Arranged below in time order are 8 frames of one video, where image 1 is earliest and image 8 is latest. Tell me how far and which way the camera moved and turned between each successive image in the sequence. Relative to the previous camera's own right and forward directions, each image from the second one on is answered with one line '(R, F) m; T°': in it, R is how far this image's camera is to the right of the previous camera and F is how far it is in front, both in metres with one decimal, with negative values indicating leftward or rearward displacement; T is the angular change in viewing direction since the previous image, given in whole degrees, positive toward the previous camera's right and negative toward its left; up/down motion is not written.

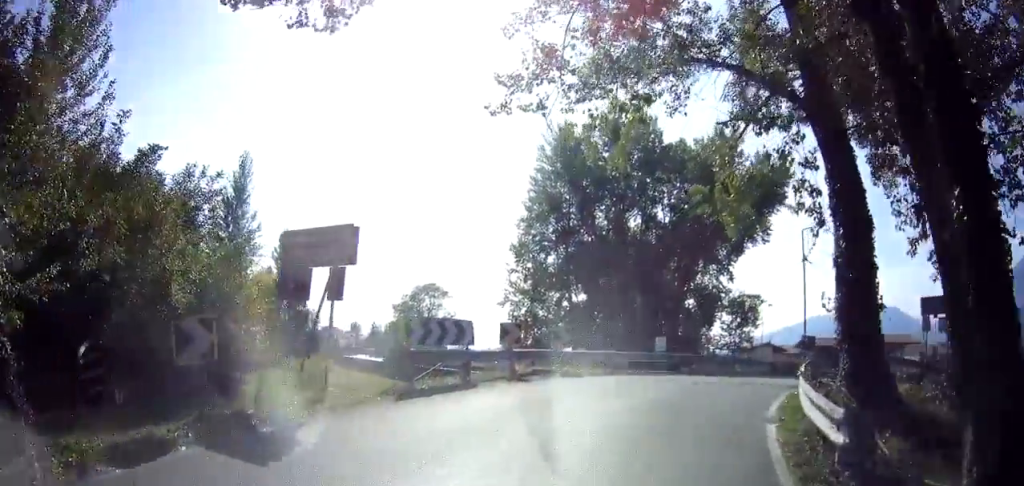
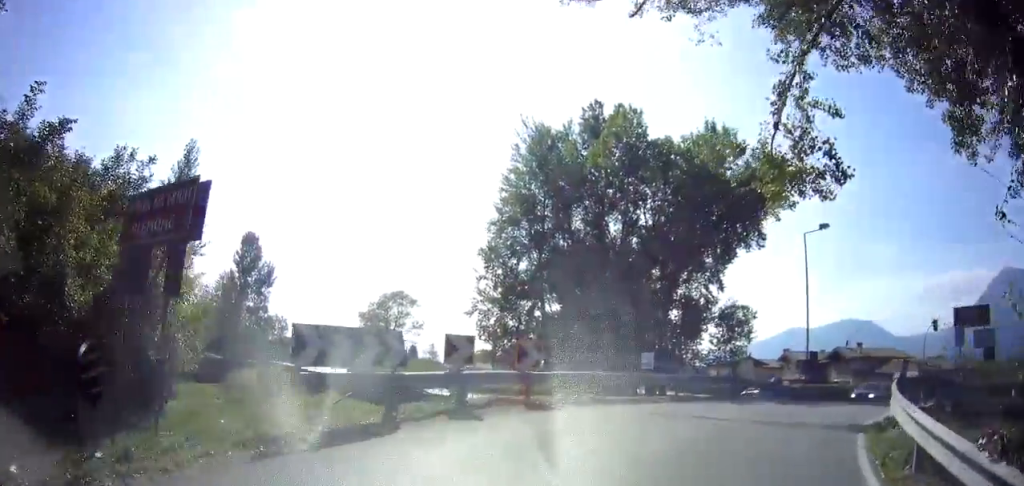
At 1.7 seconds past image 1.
(+0.6, +4.0) m; +12°
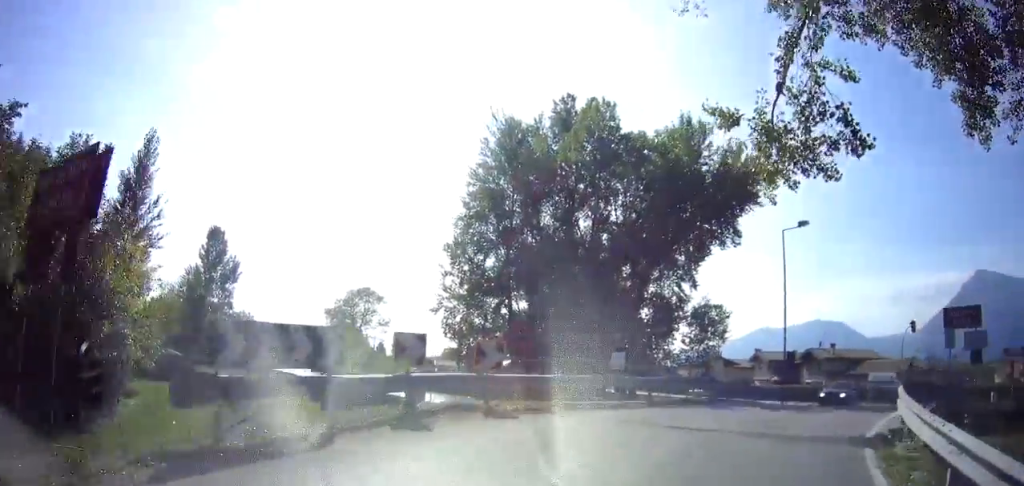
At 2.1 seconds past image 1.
(0.0, +1.2) m; +4°
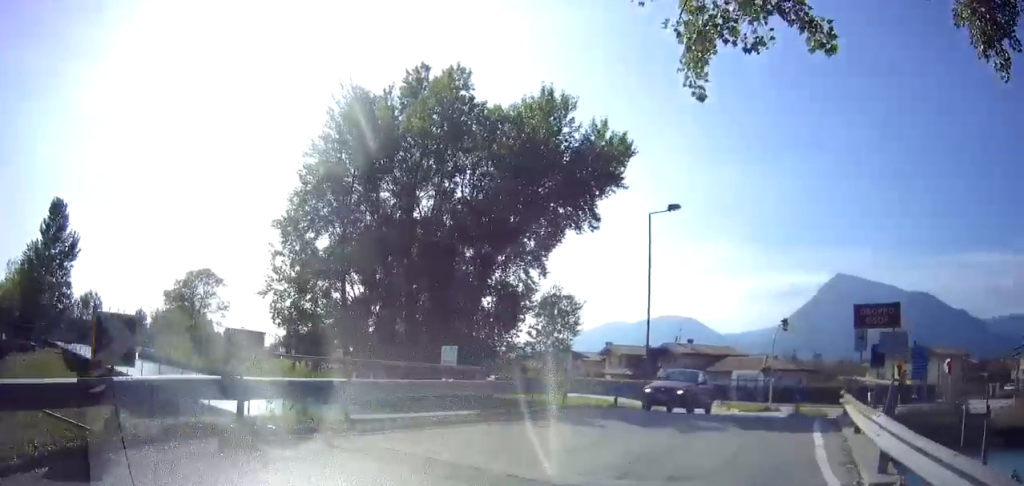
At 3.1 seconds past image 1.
(+0.3, +2.9) m; +16°
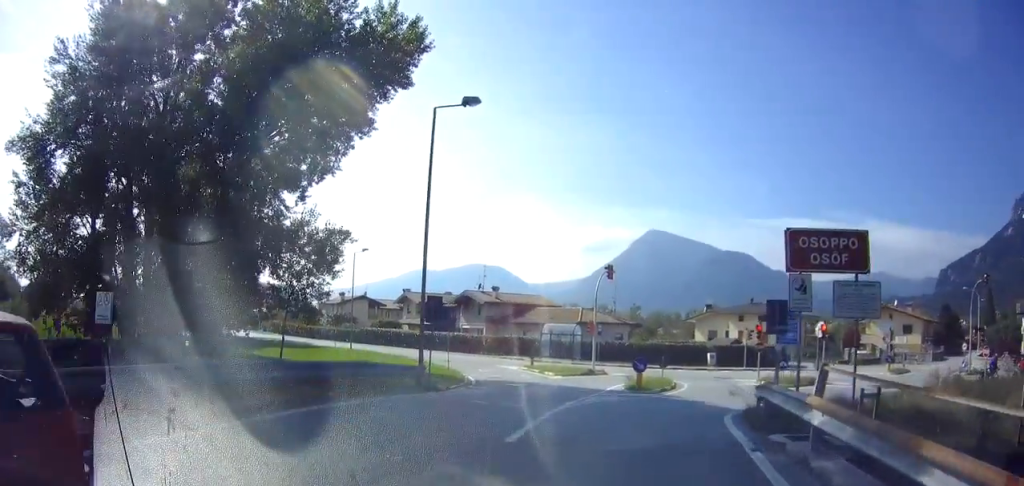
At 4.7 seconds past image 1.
(+1.0, +6.6) m; +11°
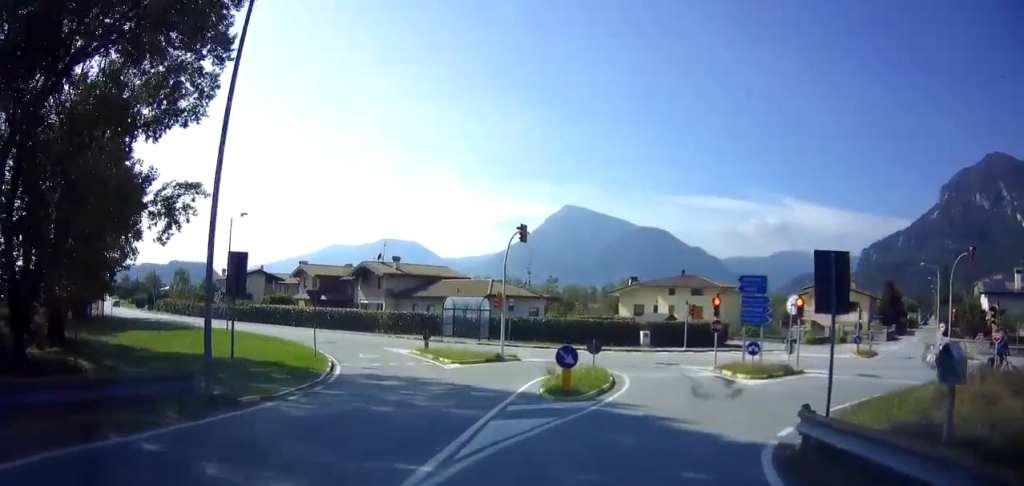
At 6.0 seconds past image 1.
(+0.4, +6.6) m; +10°
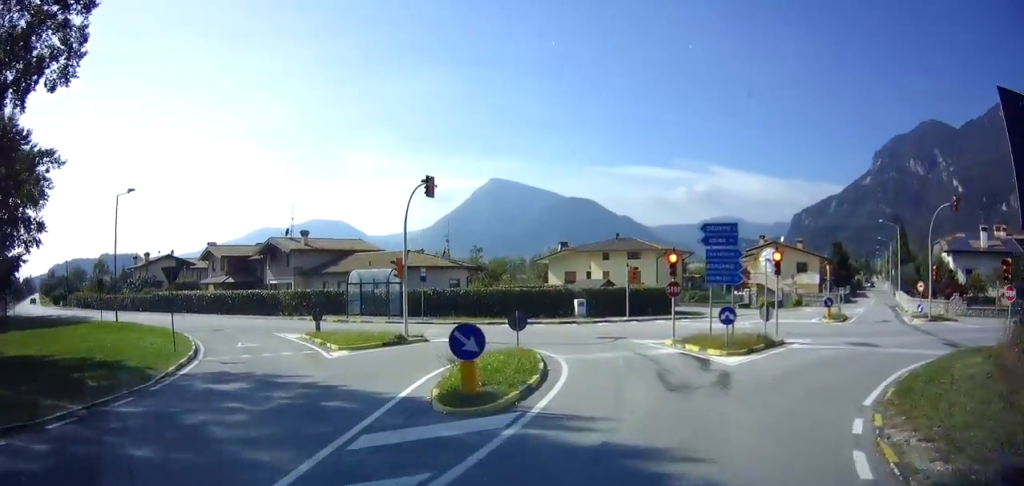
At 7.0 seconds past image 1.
(+0.4, +4.8) m; +10°
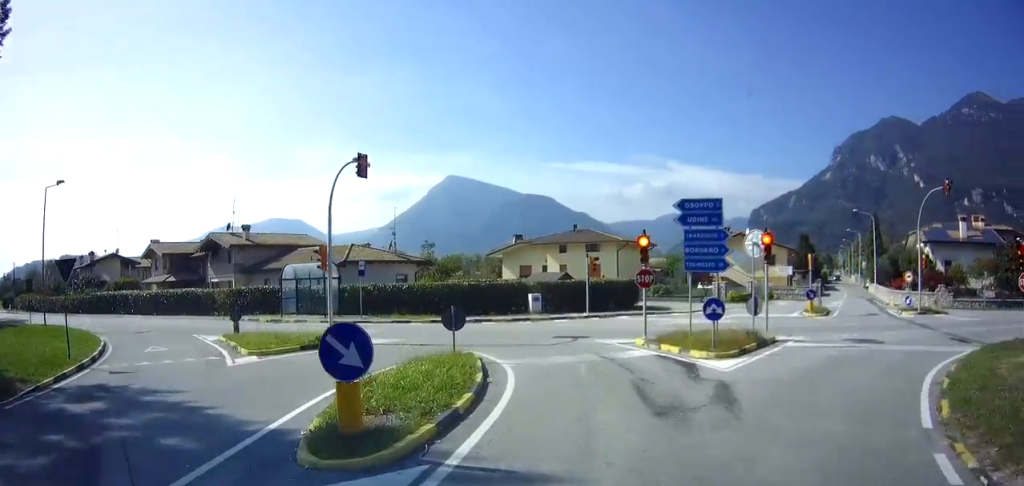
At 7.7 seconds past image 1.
(+0.3, +3.0) m; +4°
